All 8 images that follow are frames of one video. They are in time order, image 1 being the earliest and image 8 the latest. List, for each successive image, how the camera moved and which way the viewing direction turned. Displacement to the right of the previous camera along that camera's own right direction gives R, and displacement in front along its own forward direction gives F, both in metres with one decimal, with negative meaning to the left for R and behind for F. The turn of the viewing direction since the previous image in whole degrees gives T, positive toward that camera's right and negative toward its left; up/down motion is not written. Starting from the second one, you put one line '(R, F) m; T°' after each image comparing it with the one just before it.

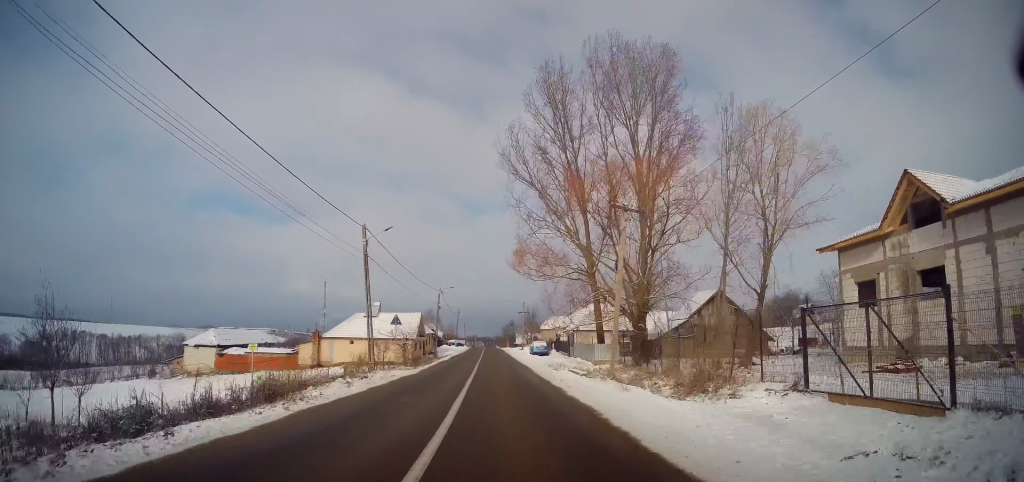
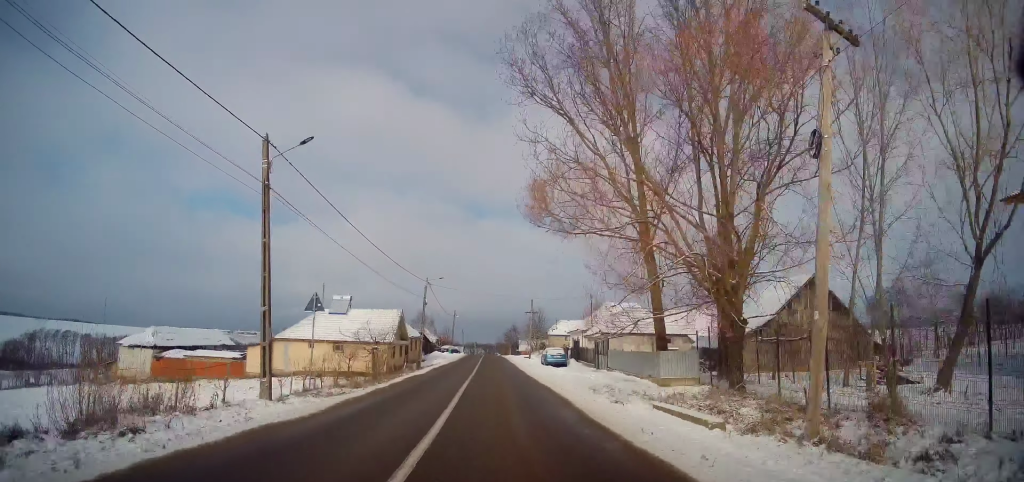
(-0.1, +13.2) m; 0°
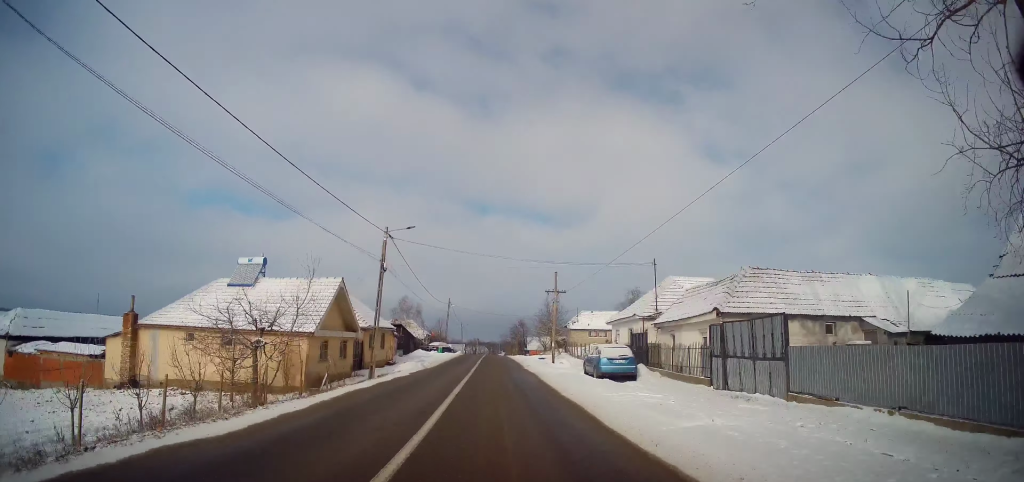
(0.0, +19.6) m; 0°
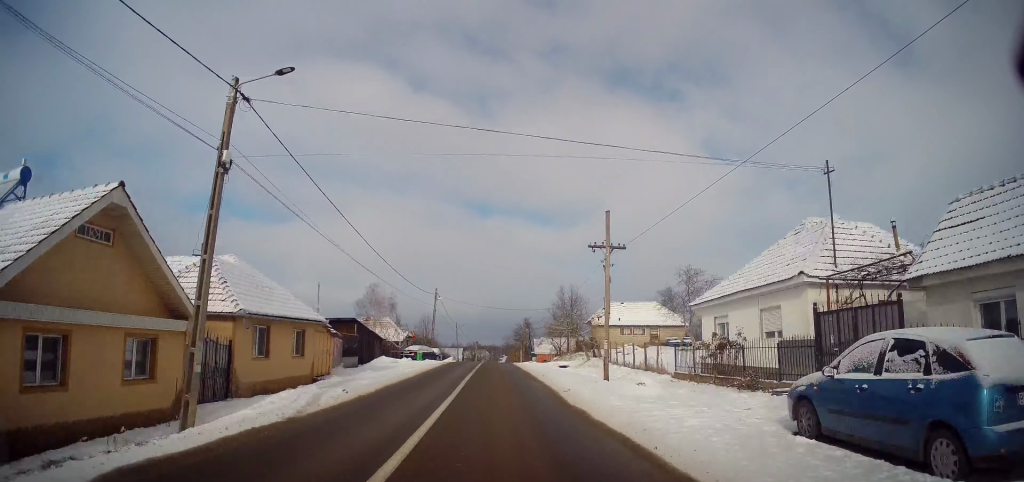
(0.0, +17.7) m; +1°
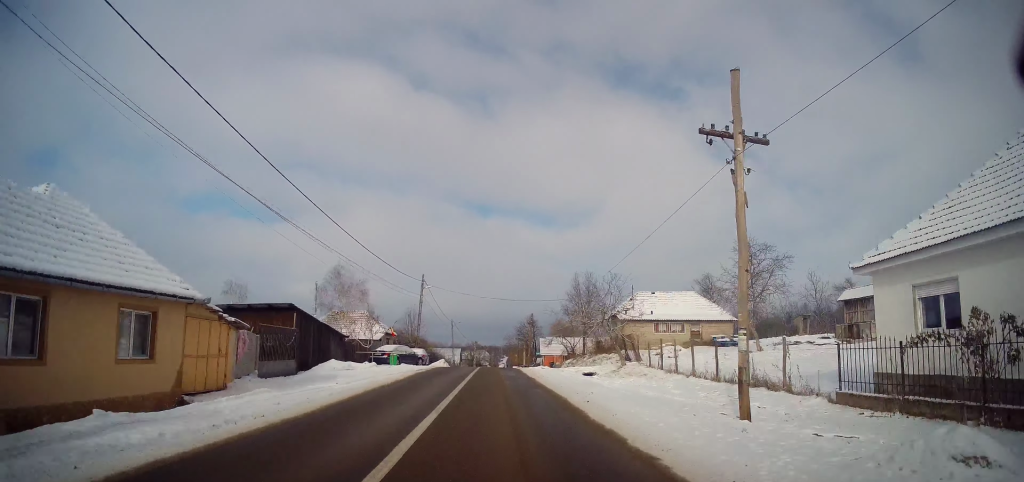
(+0.1, +11.3) m; 0°
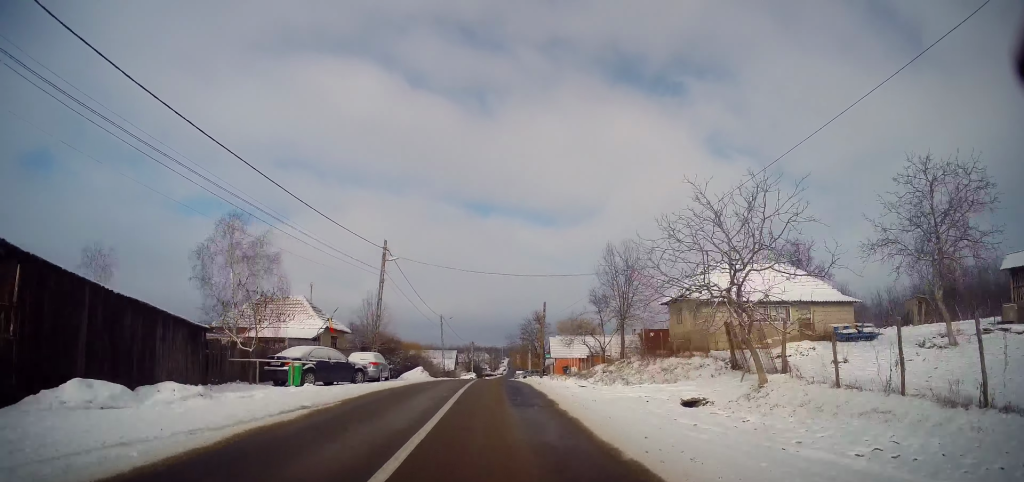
(+0.1, +16.1) m; 0°
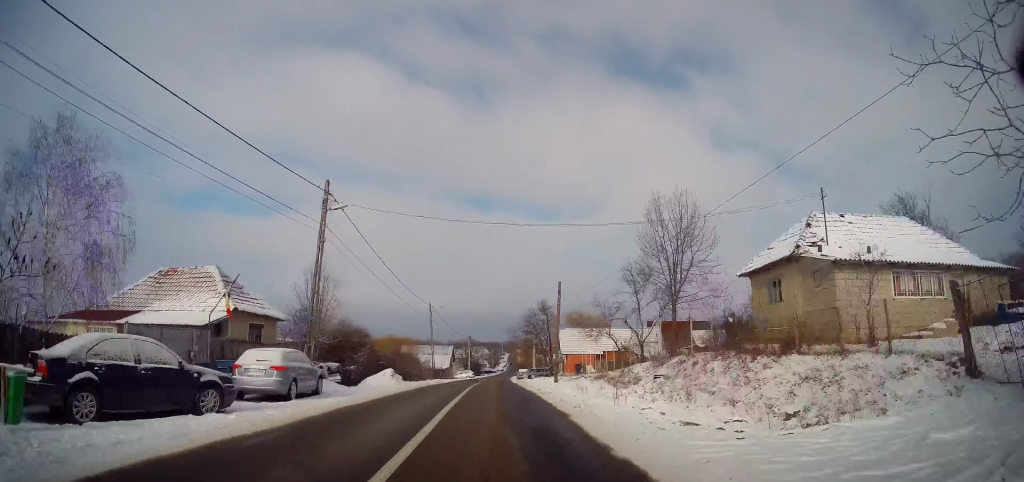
(-0.1, +10.9) m; -1°
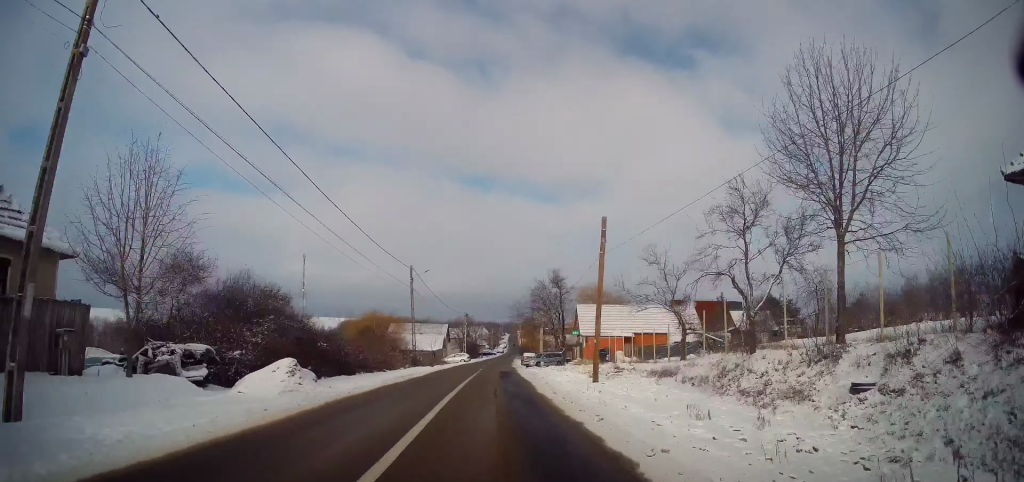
(-0.2, +13.7) m; 0°
